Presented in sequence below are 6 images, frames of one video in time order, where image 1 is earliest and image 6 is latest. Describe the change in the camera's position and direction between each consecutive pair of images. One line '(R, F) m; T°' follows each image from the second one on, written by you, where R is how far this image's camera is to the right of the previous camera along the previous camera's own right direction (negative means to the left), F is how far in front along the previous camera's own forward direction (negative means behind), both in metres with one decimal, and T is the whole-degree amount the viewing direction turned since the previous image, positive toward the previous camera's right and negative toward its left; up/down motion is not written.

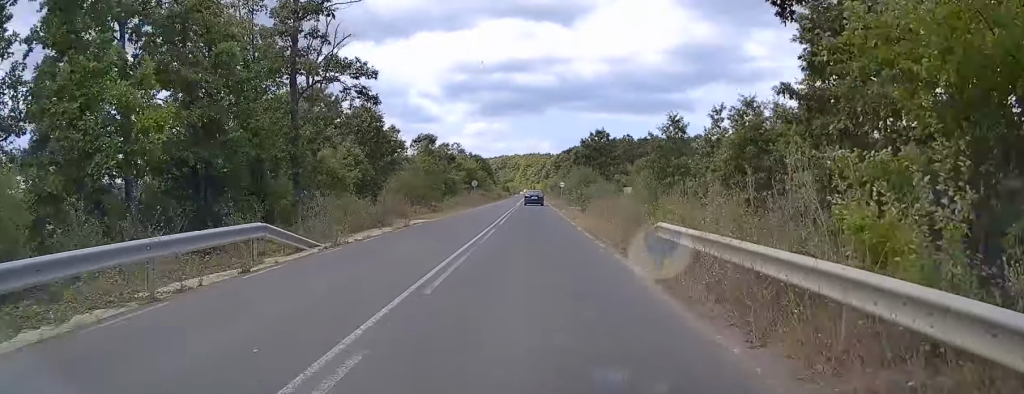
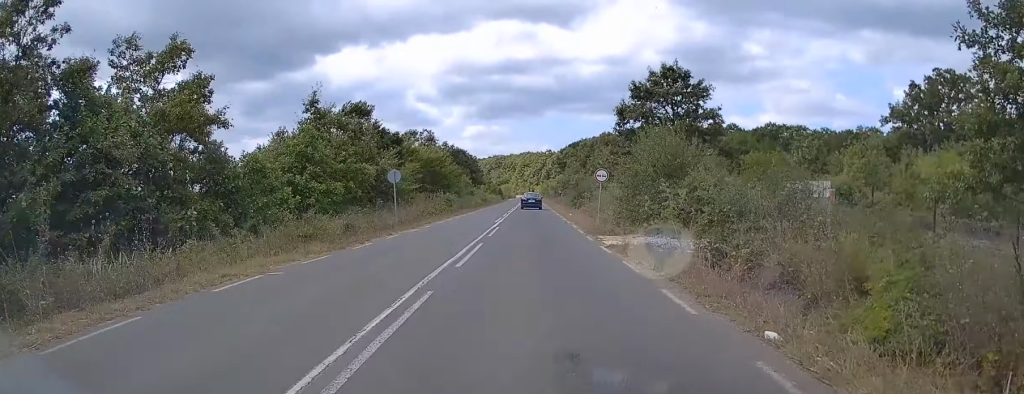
(+0.3, +41.3) m; +1°
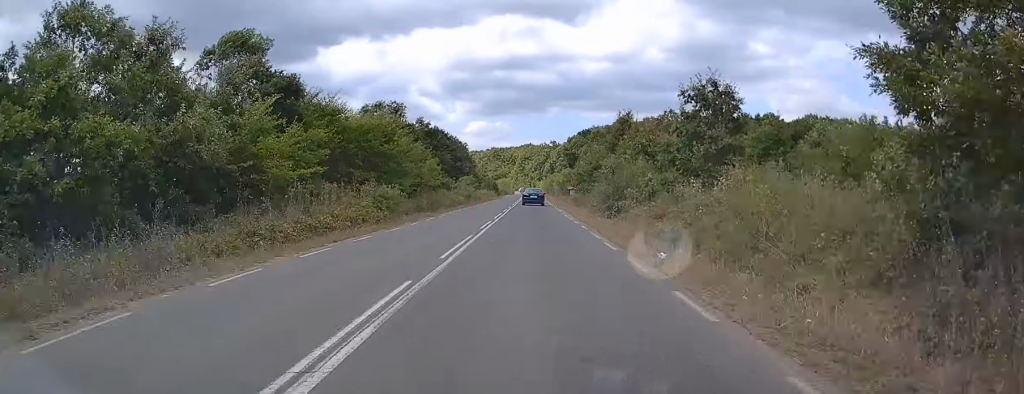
(-0.1, +29.0) m; -1°
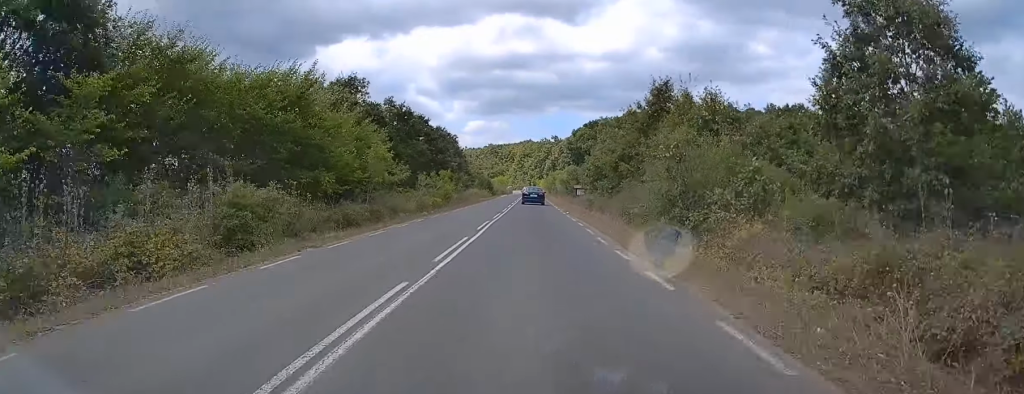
(0.0, +18.4) m; -1°
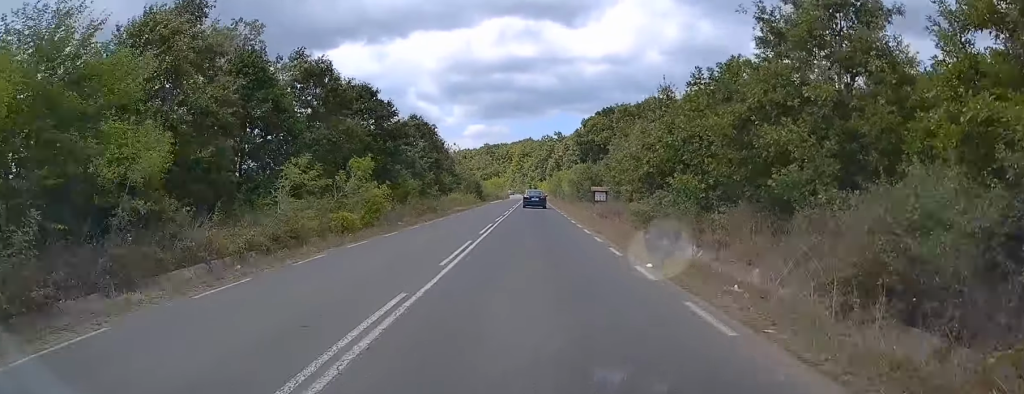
(-0.3, +26.7) m; -1°
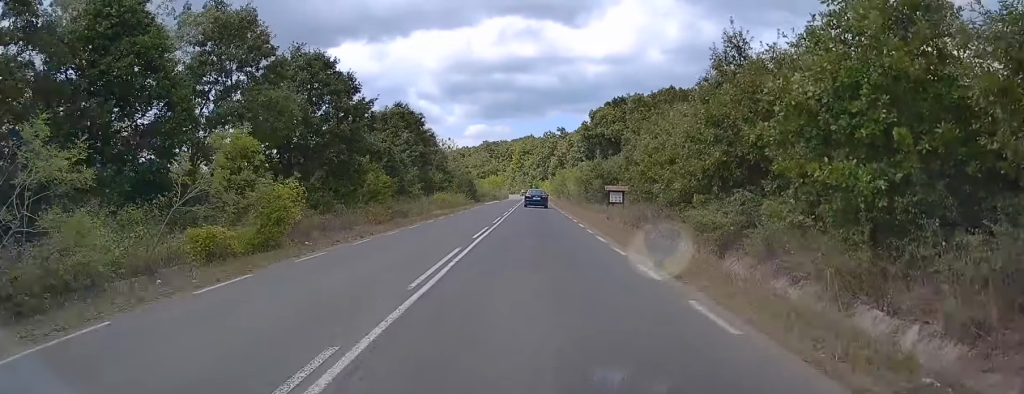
(+0.1, +12.0) m; +1°
